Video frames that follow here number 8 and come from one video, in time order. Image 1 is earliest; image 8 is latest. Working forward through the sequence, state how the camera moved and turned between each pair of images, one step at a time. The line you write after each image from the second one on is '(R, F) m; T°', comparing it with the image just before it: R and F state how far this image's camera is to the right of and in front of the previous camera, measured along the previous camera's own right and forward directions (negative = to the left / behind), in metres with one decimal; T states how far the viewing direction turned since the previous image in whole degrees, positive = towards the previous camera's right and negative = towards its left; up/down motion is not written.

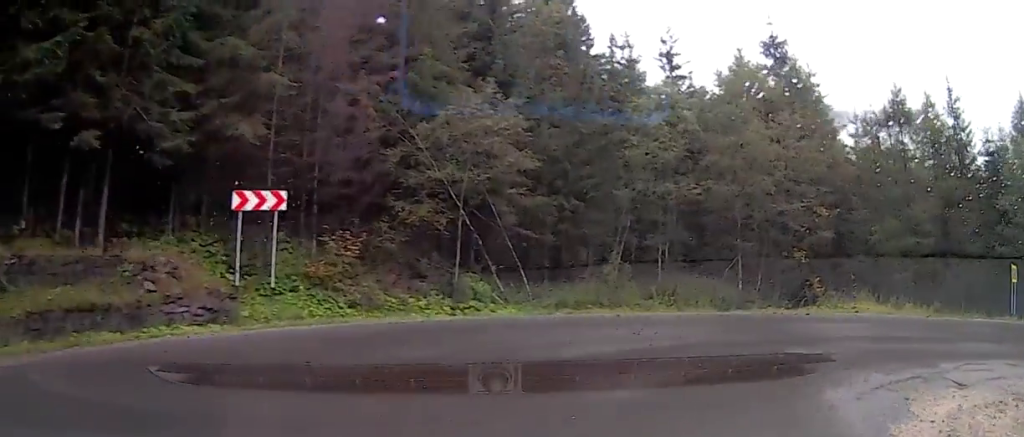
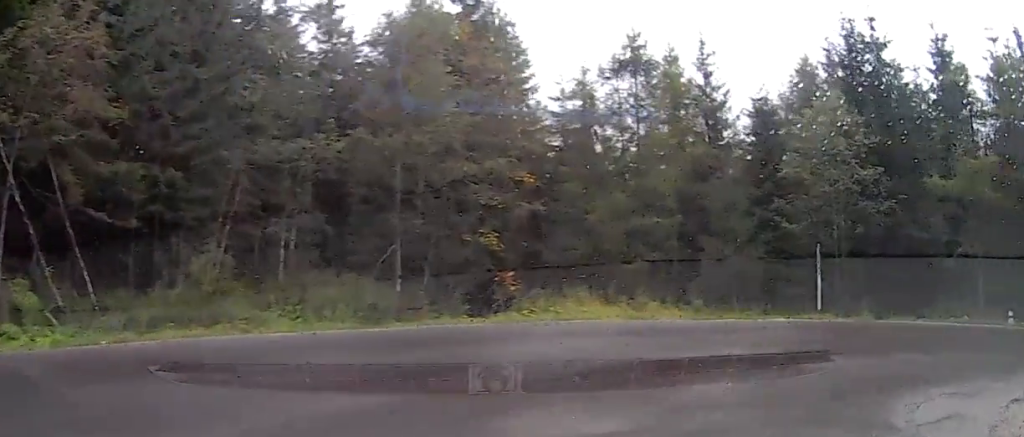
(+1.4, +7.4) m; +31°
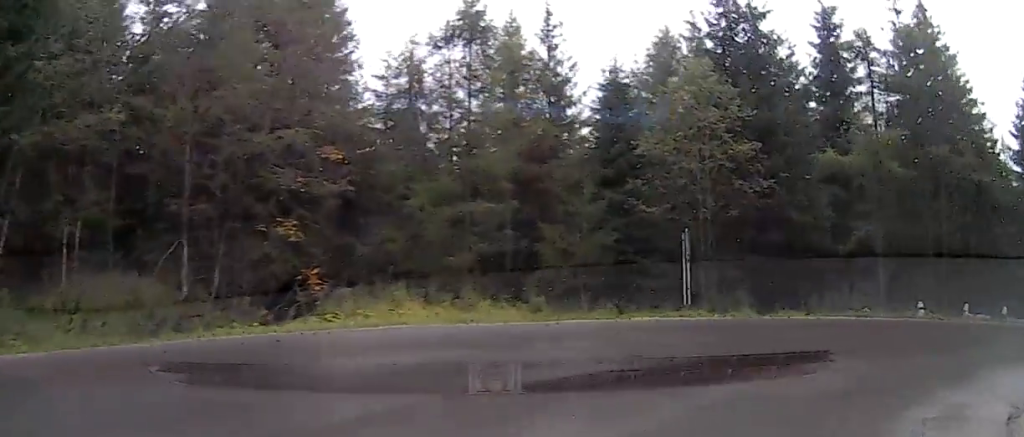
(+0.3, +3.0) m; +17°
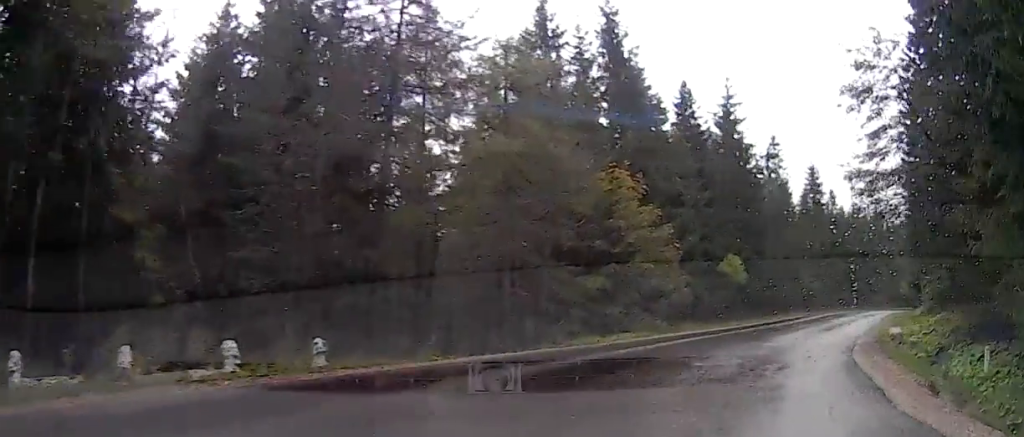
(+8.3, +11.3) m; +67°
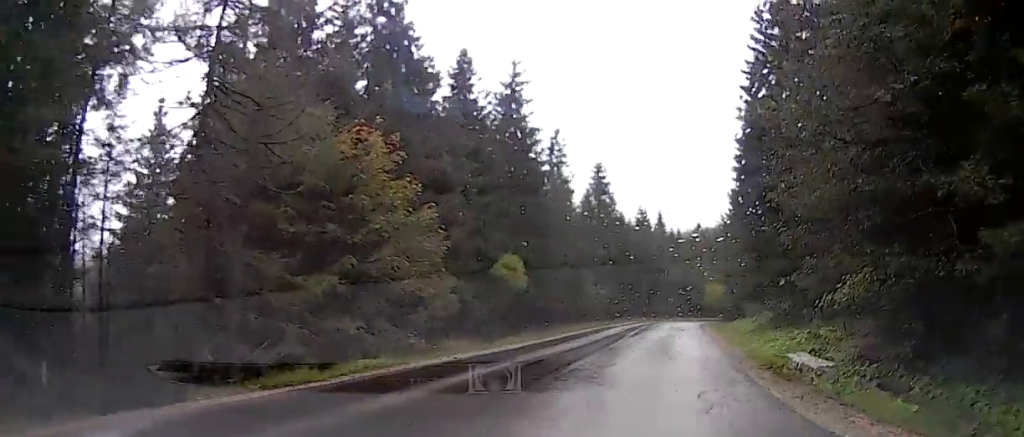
(+1.7, +7.3) m; +22°
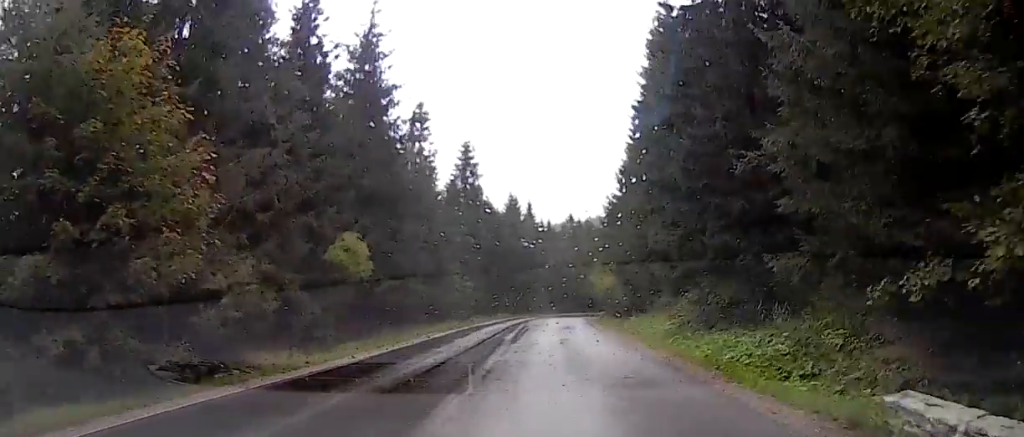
(+1.2, +8.1) m; +3°
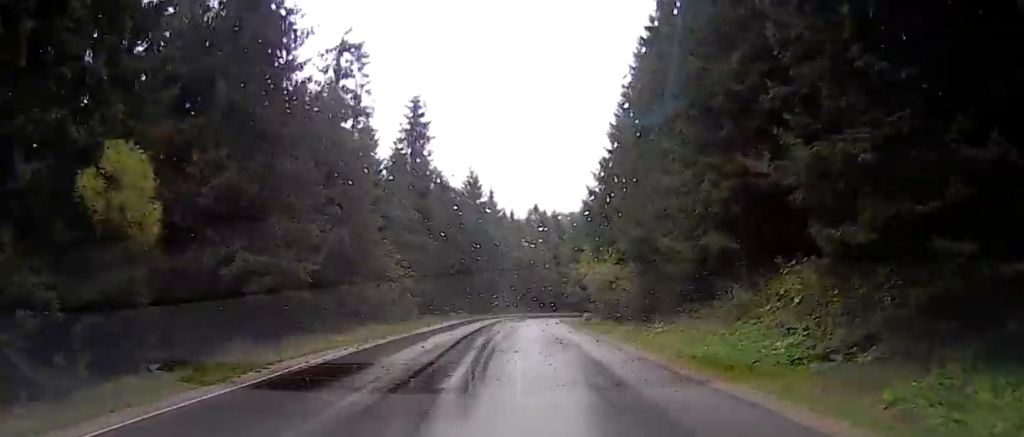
(-1.1, +13.7) m; -4°
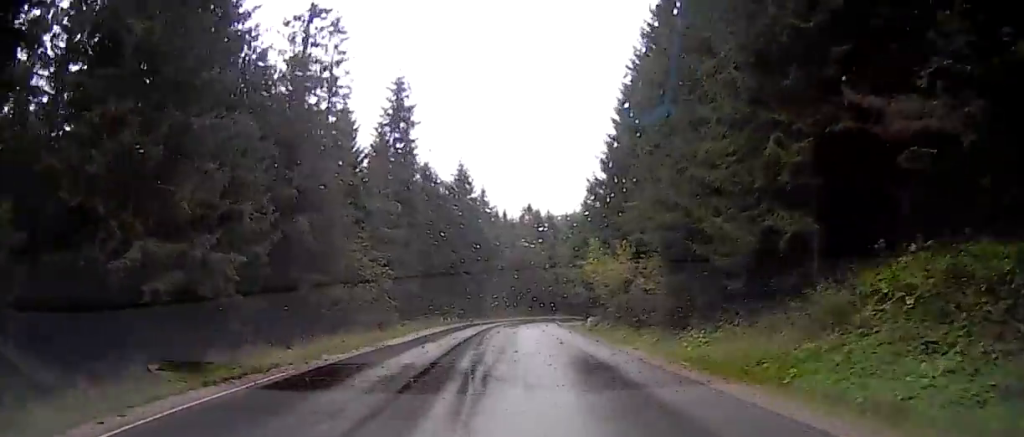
(0.0, +5.4) m; 0°
